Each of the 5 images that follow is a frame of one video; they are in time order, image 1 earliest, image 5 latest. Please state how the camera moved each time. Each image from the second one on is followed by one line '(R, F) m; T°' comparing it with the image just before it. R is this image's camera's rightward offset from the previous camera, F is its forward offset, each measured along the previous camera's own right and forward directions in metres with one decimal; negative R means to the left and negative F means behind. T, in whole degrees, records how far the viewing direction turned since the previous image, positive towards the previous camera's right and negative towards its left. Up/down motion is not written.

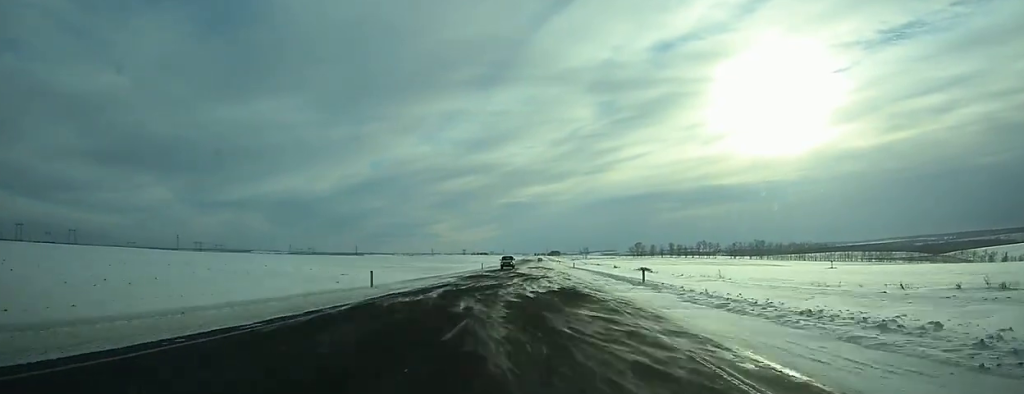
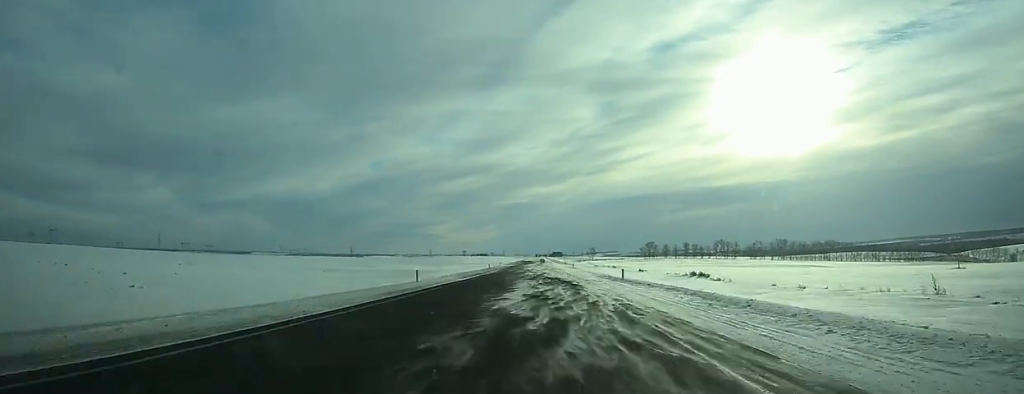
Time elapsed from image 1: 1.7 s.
(0.0, +45.2) m; 0°
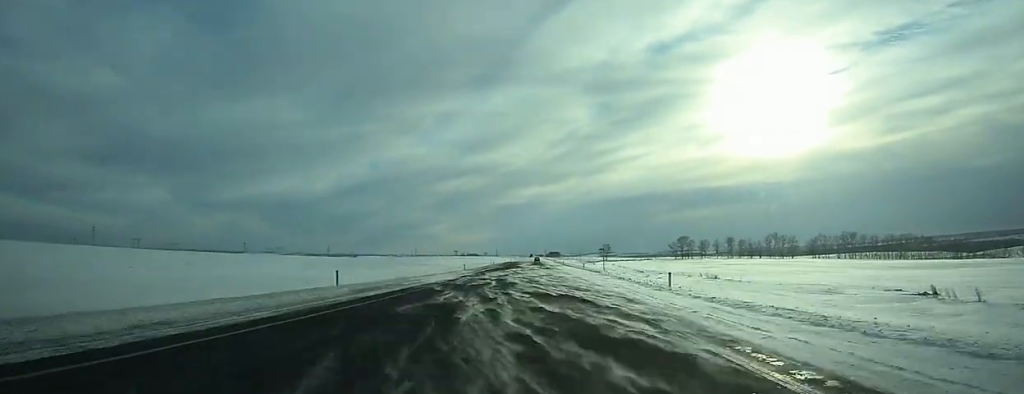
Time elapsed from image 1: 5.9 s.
(+0.5, +107.4) m; 0°
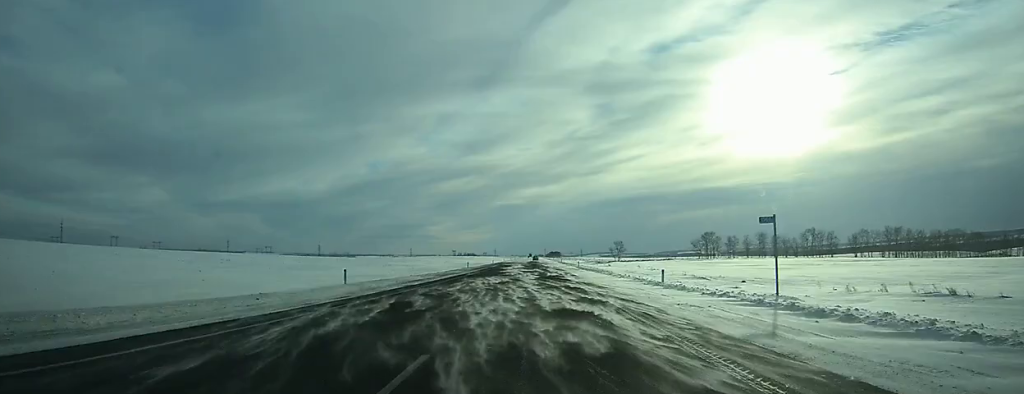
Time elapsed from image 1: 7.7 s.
(0.0, +46.9) m; 0°
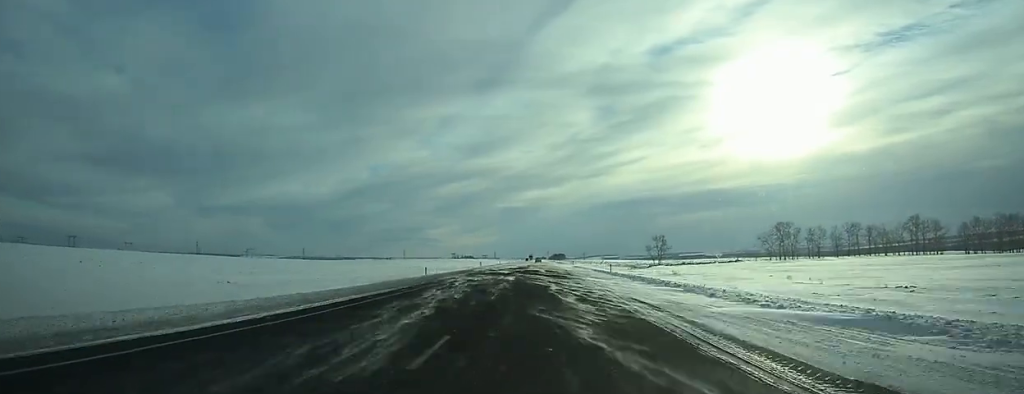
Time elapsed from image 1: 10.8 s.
(0.0, +76.9) m; 0°
